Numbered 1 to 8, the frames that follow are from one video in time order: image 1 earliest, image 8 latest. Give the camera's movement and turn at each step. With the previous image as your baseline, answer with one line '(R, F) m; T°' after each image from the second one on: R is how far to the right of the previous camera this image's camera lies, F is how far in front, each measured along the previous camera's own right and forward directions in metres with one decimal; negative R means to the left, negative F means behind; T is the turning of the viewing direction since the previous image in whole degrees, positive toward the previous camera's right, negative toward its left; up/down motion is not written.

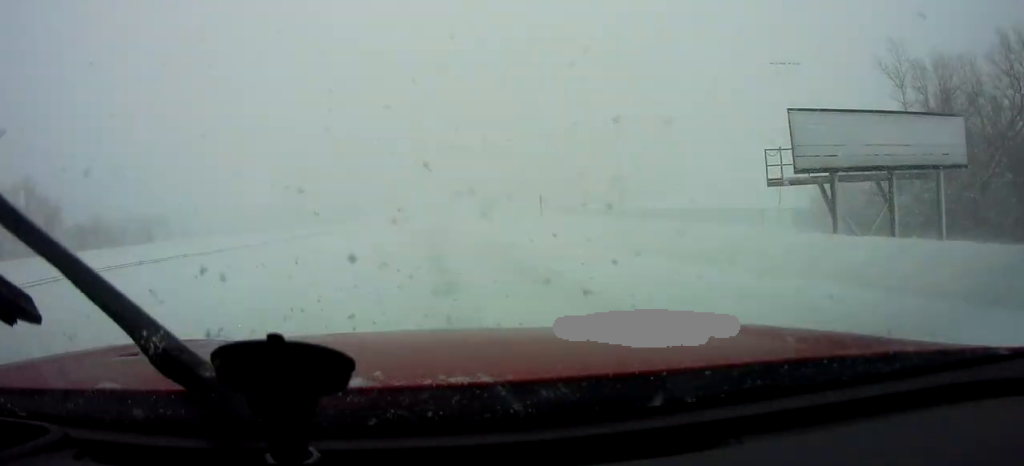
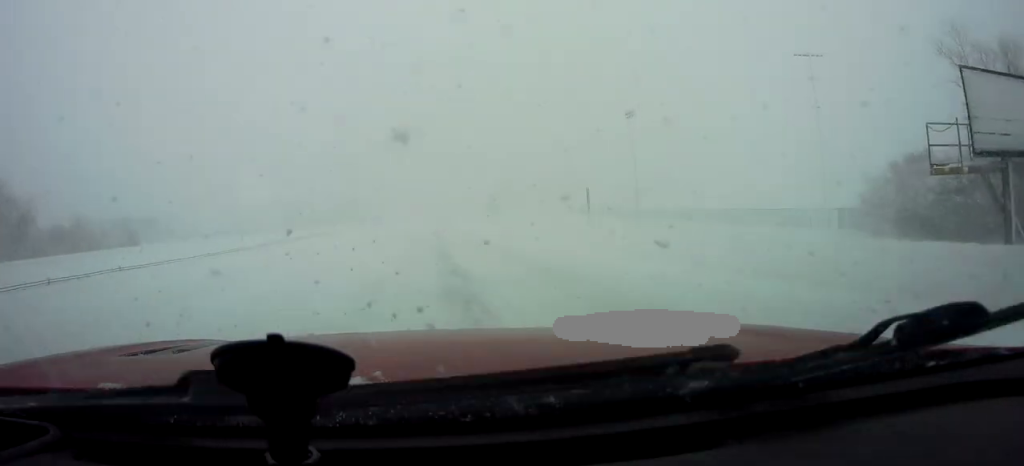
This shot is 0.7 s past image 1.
(+0.2, +7.4) m; 0°
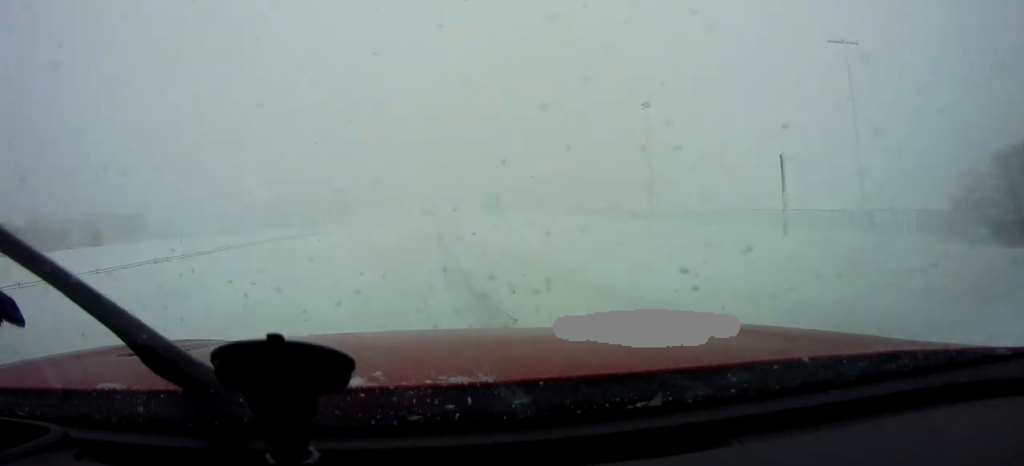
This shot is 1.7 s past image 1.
(-0.3, +11.3) m; +2°
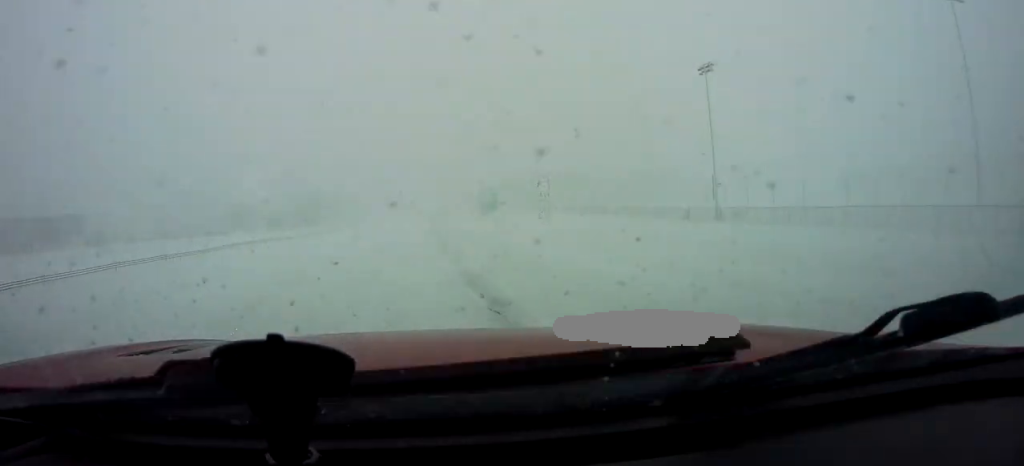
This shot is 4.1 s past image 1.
(+0.7, +27.4) m; 0°
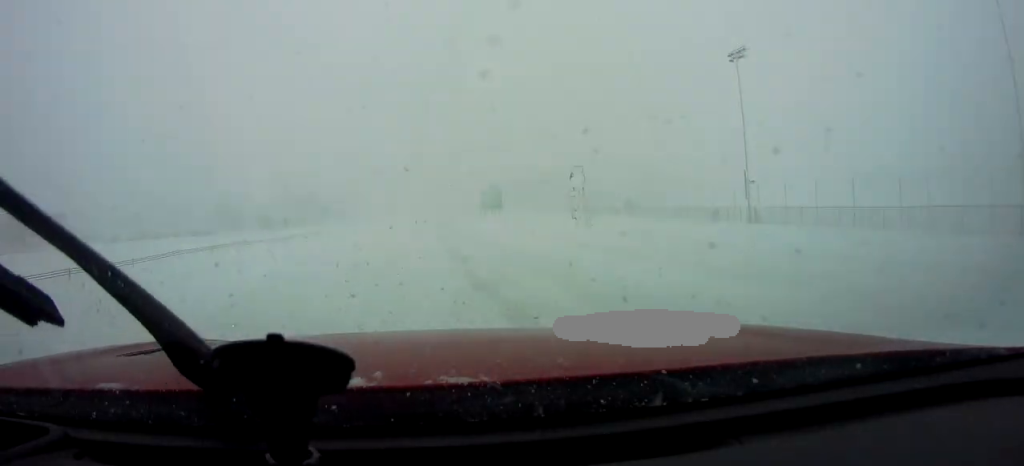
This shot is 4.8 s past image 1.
(0.0, +8.3) m; 0°
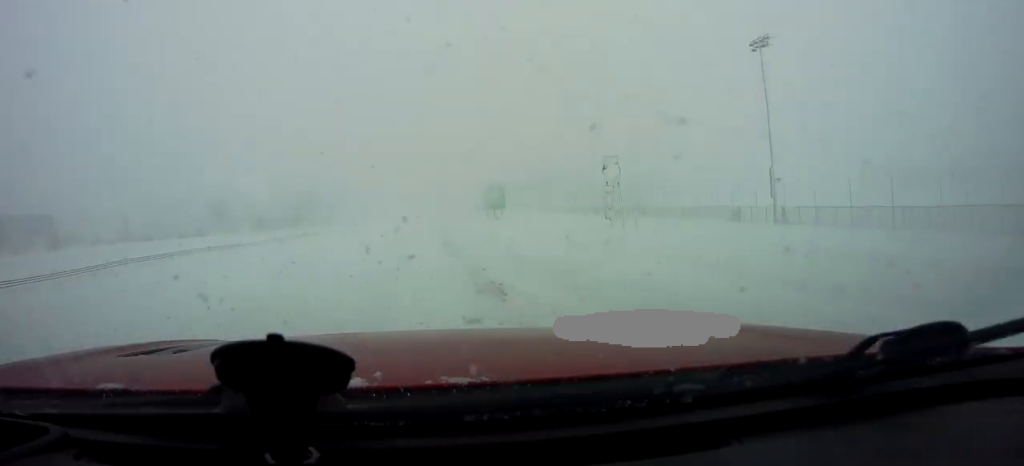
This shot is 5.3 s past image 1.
(0.0, +5.5) m; -1°
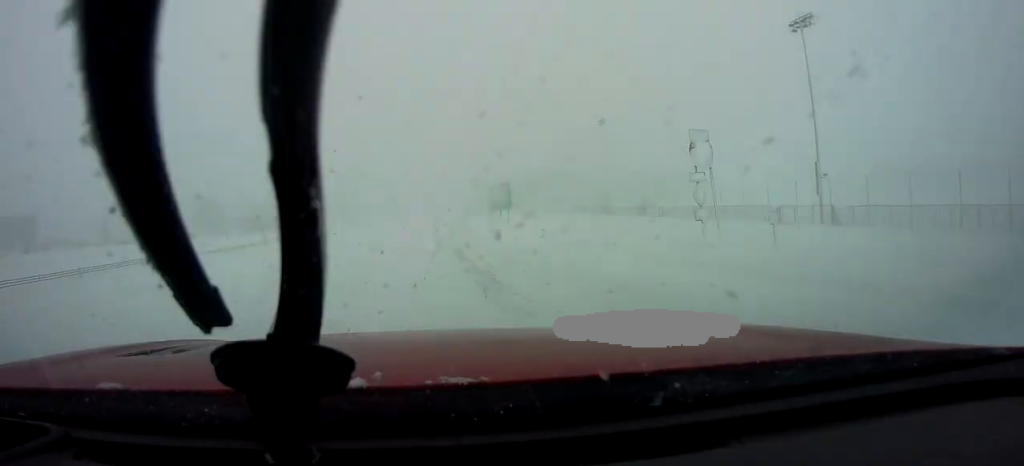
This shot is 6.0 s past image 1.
(-0.1, +8.4) m; -1°
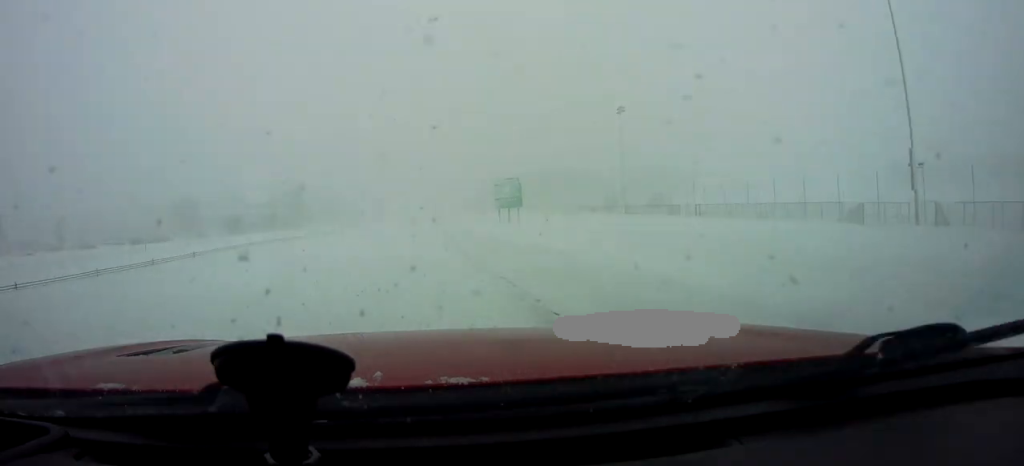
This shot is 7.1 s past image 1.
(-0.2, +14.1) m; +2°
